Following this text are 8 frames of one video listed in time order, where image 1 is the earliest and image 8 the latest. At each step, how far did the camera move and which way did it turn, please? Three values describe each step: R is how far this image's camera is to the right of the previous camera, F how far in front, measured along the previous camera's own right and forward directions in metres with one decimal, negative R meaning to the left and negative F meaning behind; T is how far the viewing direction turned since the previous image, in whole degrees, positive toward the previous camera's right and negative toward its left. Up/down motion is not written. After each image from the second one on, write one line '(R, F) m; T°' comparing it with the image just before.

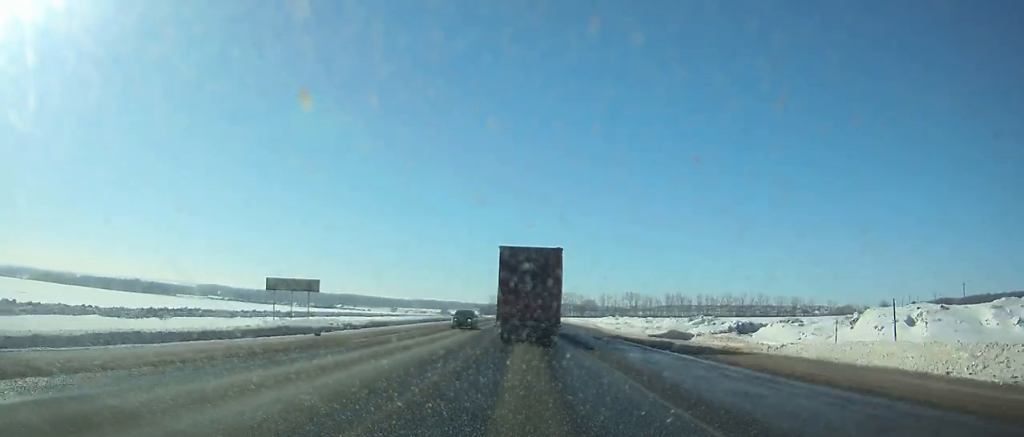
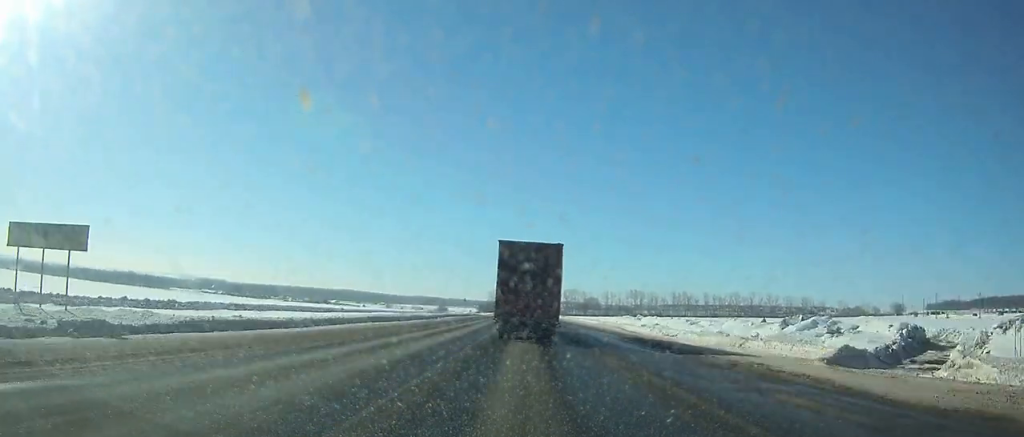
(0.0, +24.7) m; 0°
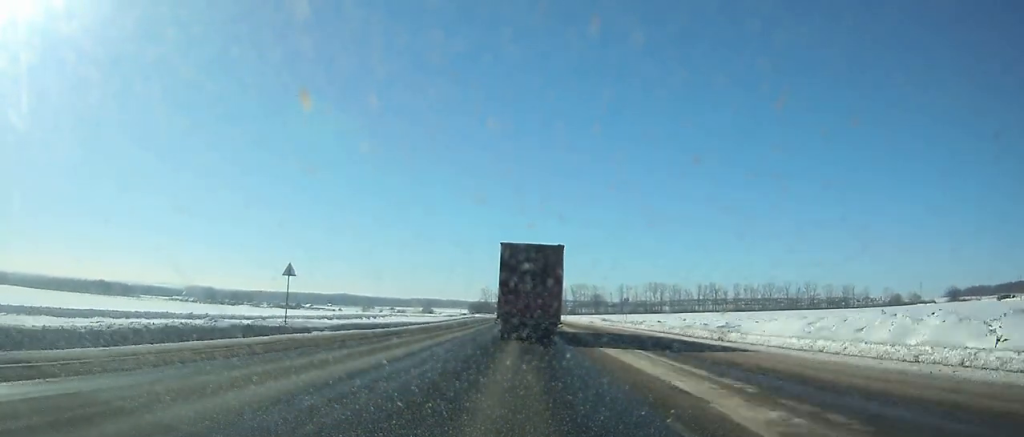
(+0.2, +91.2) m; 0°
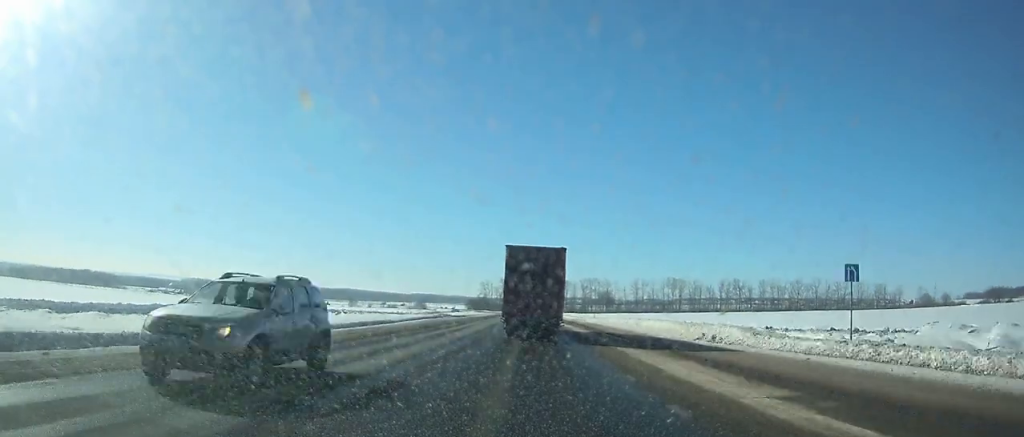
(-0.4, +50.7) m; 0°
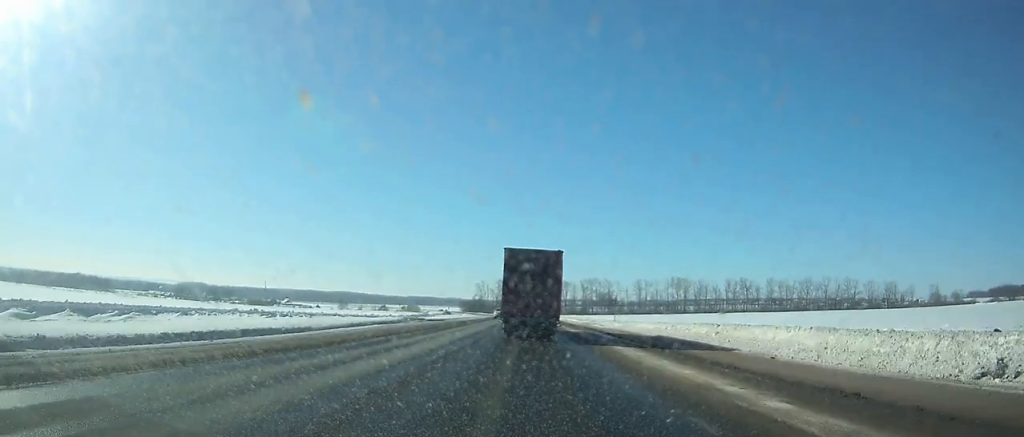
(-0.1, +20.8) m; 0°
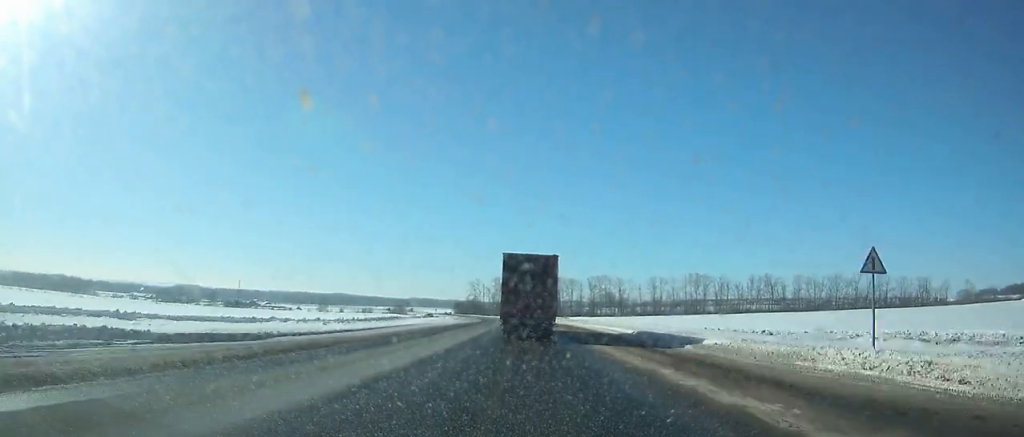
(-0.1, +46.6) m; 0°
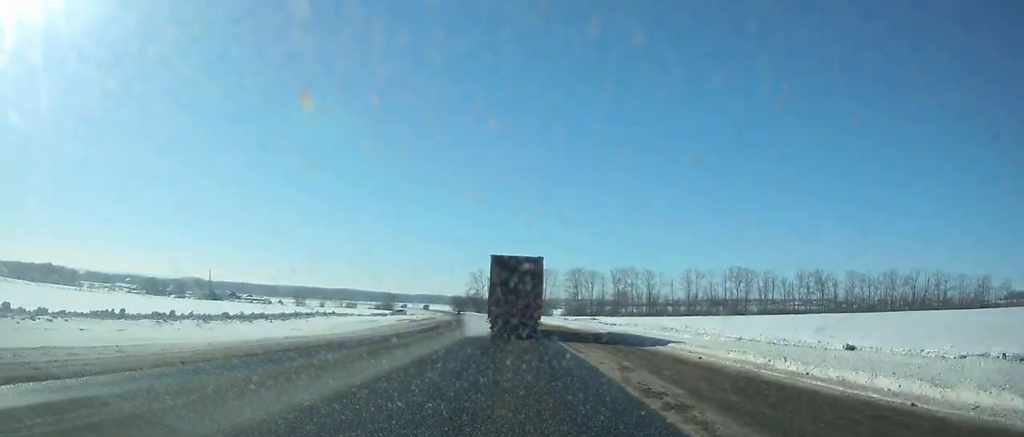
(-0.4, +55.4) m; -2°
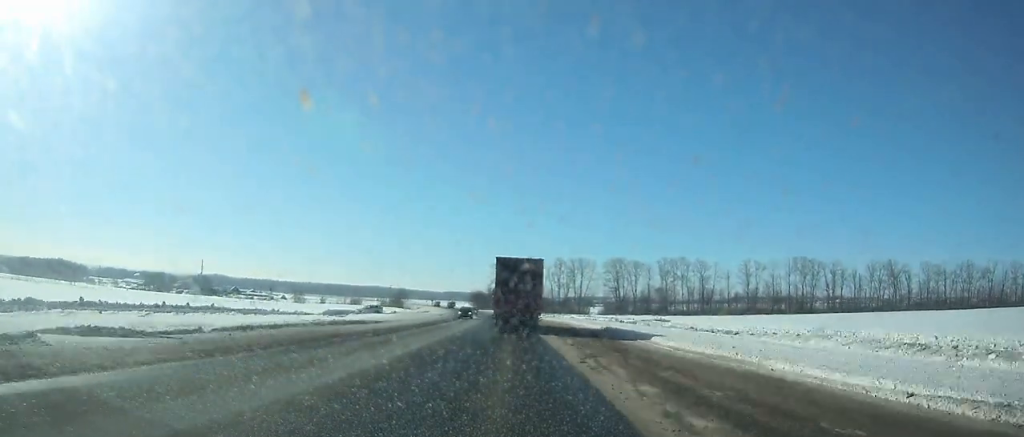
(-0.7, +42.3) m; -2°
